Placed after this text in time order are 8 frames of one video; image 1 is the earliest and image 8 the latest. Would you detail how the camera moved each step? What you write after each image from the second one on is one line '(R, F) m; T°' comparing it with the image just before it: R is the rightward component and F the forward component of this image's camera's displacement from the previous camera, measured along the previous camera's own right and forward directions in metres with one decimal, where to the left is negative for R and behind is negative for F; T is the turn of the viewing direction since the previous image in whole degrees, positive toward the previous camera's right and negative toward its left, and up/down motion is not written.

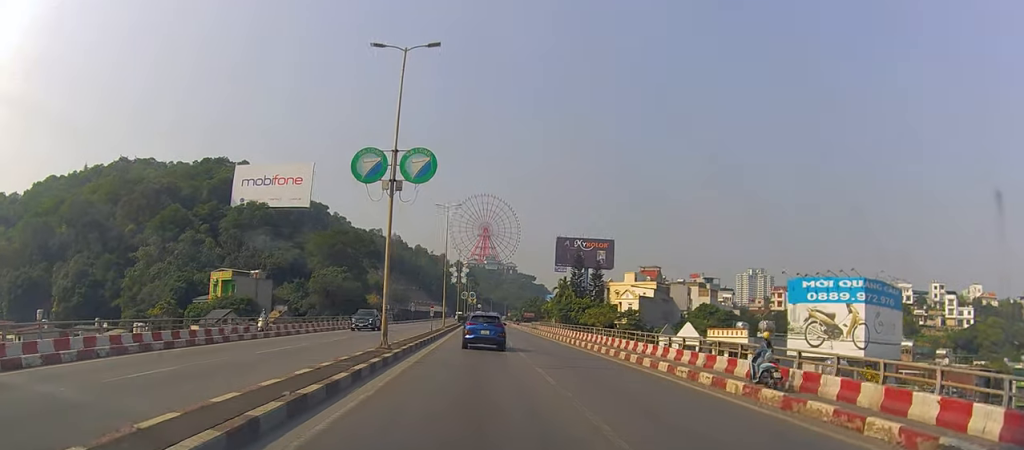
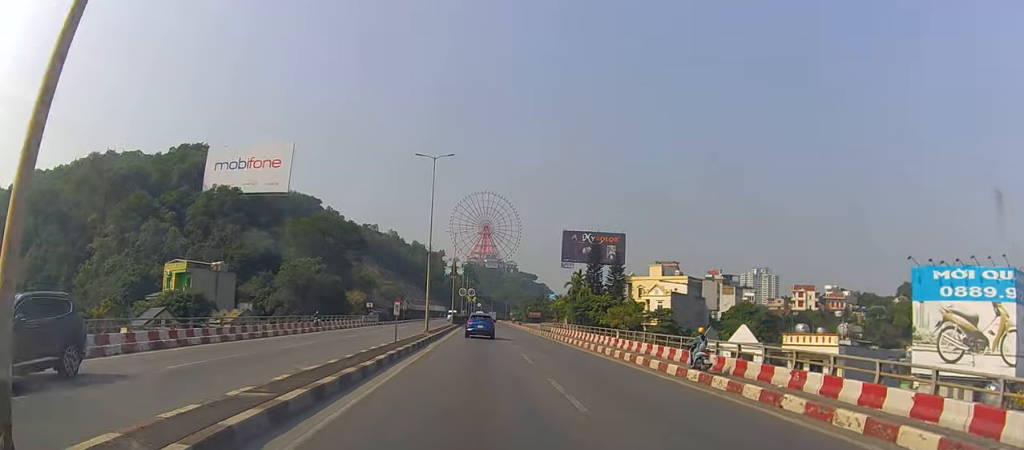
(-0.2, +17.4) m; +1°
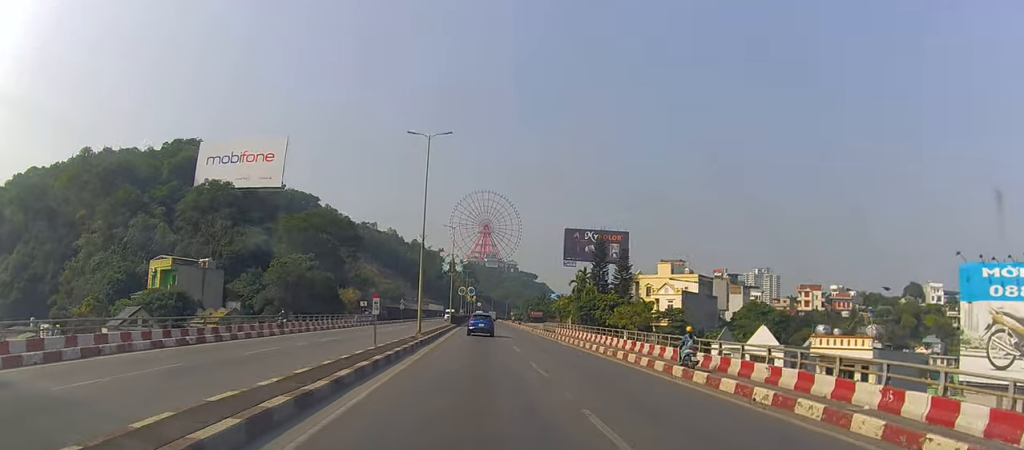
(-0.1, +4.8) m; +1°
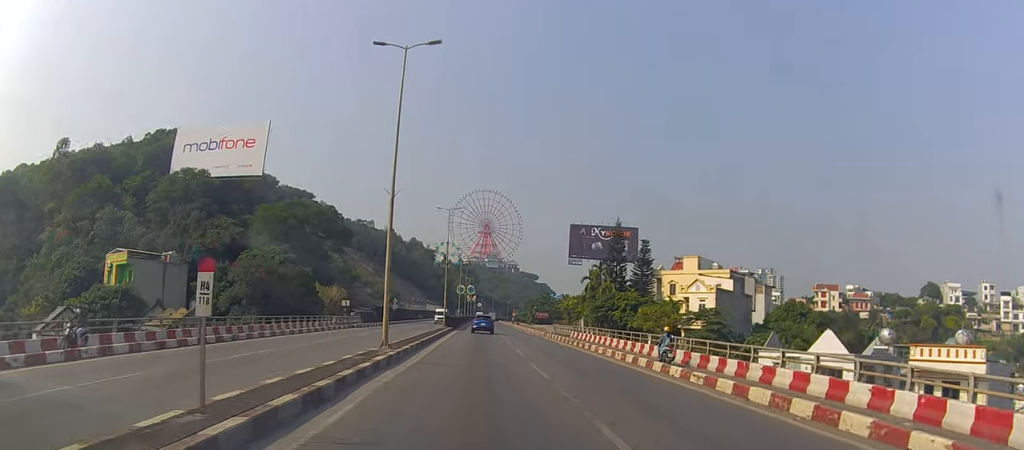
(+0.6, +12.3) m; 0°
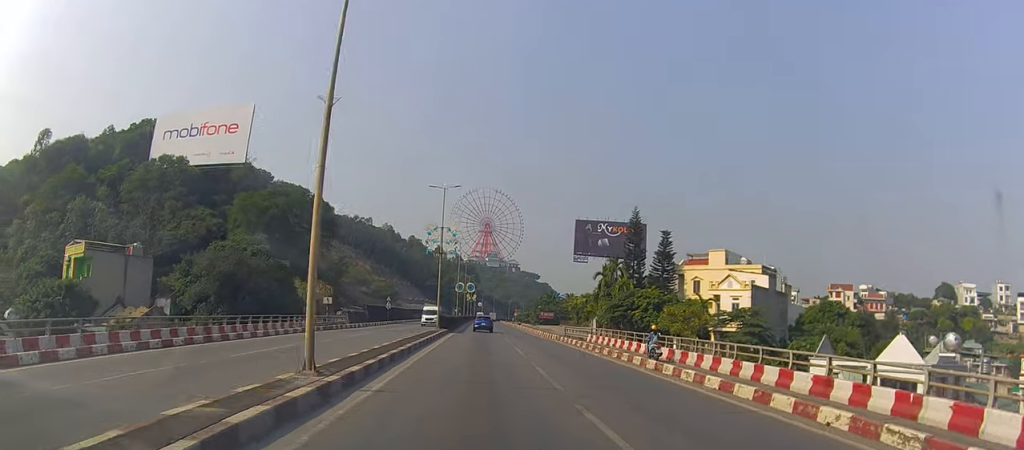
(-0.5, +9.2) m; -3°
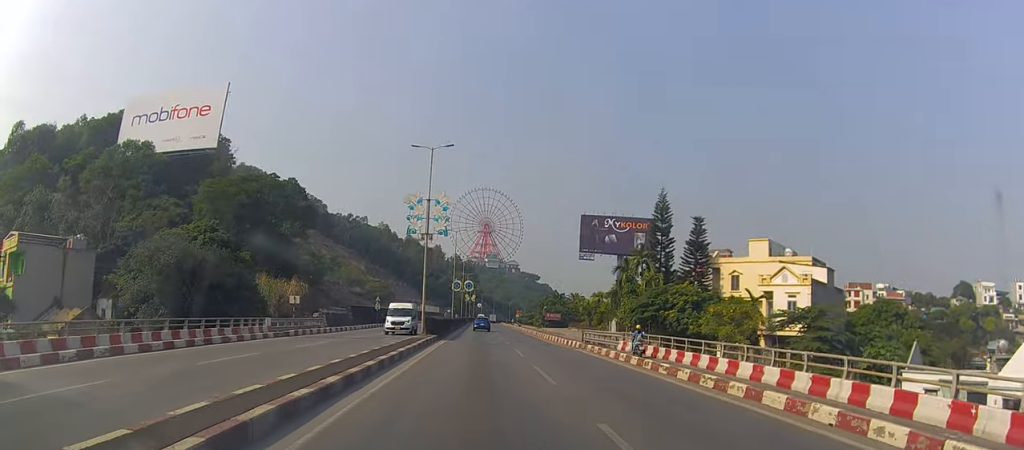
(-0.1, +12.3) m; 0°
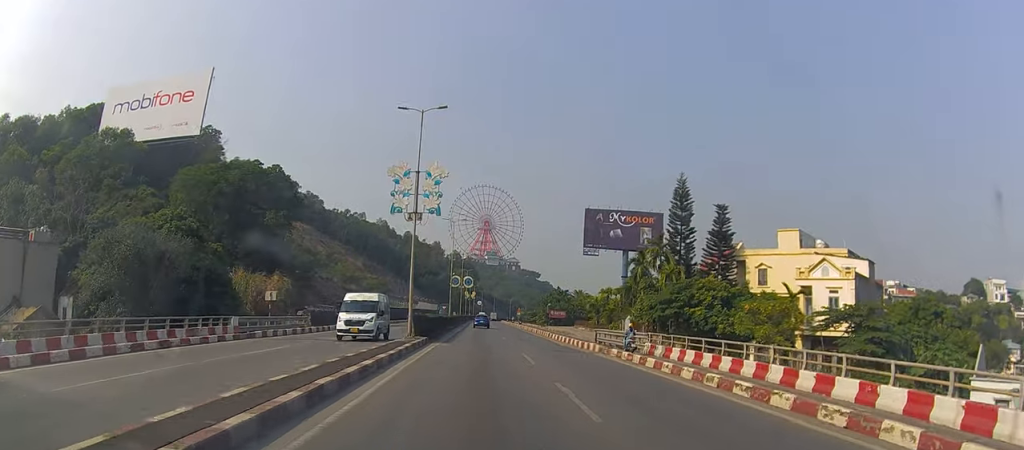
(+0.1, +6.6) m; 0°
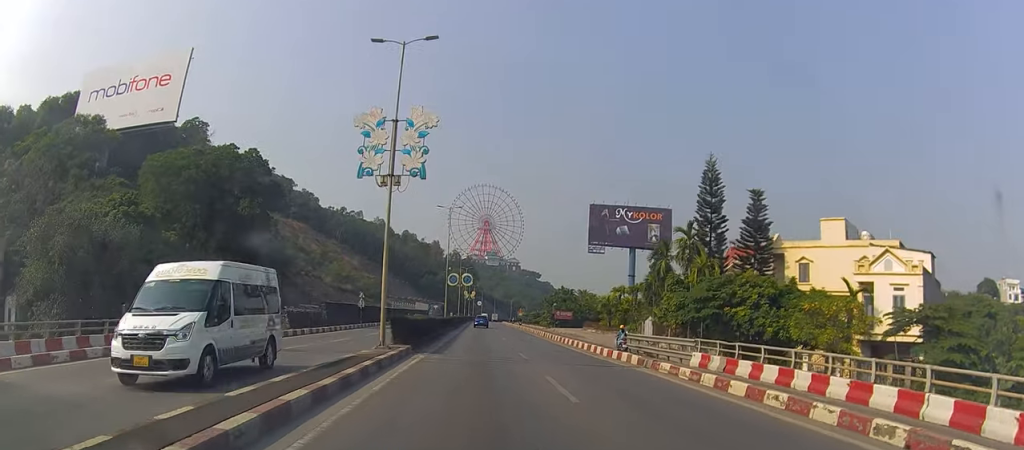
(0.0, +7.9) m; 0°
